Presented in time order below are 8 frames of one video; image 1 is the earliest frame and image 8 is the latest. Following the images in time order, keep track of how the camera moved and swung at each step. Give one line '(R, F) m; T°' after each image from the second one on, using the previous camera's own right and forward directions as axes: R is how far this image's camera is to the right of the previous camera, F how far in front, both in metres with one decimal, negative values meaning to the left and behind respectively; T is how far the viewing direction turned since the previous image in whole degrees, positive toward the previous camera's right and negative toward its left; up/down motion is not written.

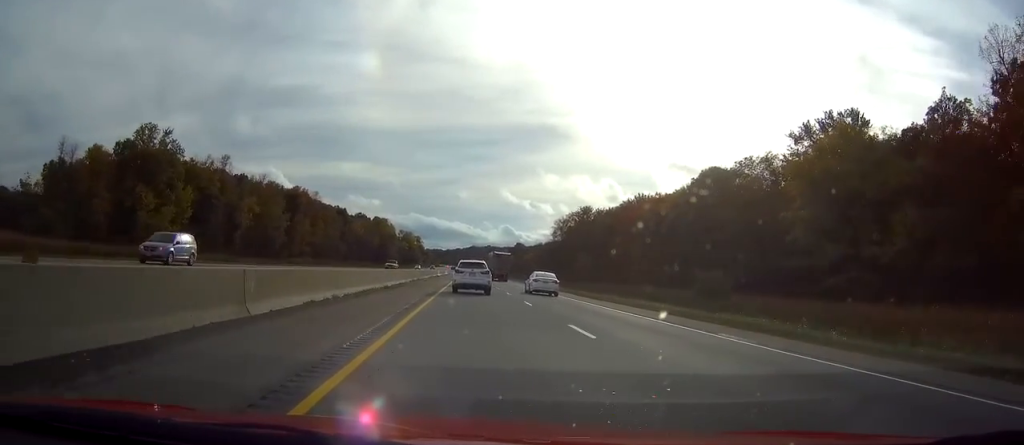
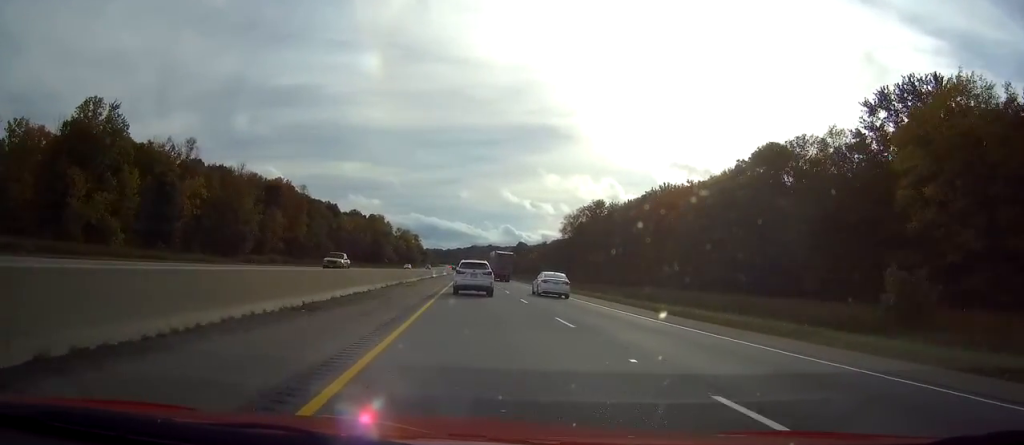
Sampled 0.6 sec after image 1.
(0.0, +21.3) m; 0°
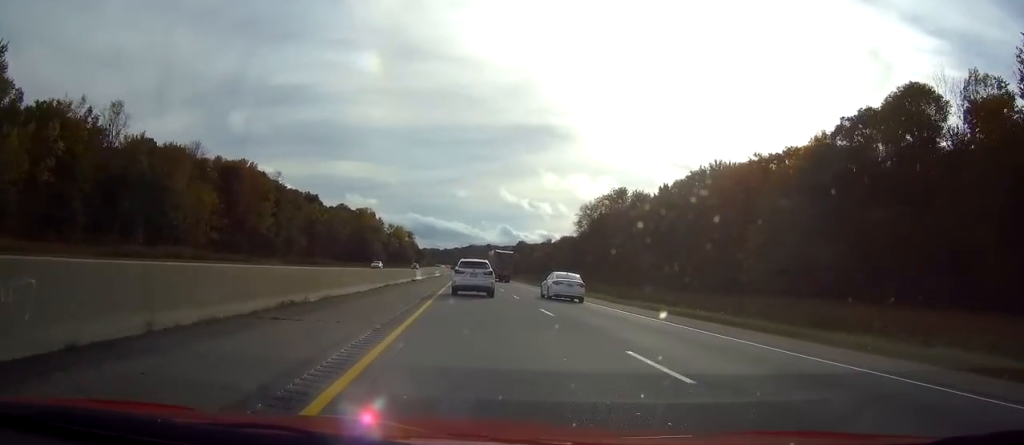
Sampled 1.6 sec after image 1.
(+0.1, +32.2) m; 0°
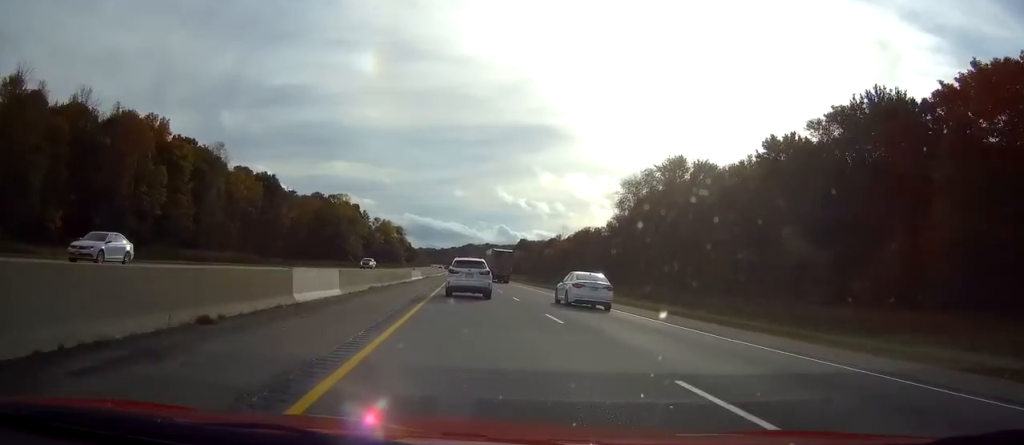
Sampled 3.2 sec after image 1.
(0.0, +51.3) m; 0°
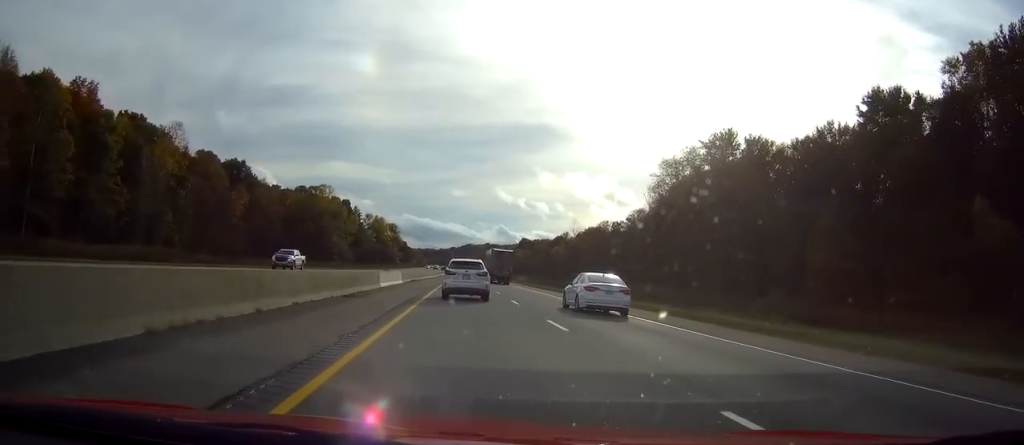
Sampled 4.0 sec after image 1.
(+0.1, +25.8) m; 0°
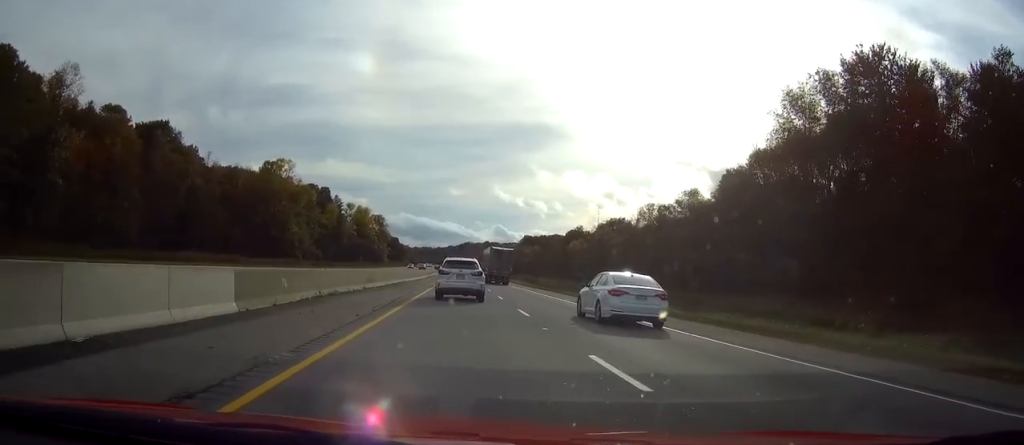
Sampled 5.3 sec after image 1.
(+0.1, +43.9) m; 0°
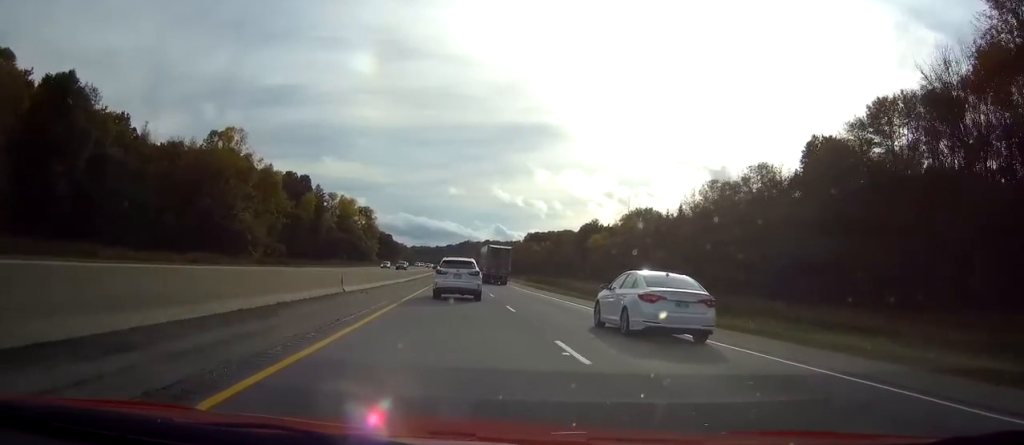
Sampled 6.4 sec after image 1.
(0.0, +34.2) m; 0°
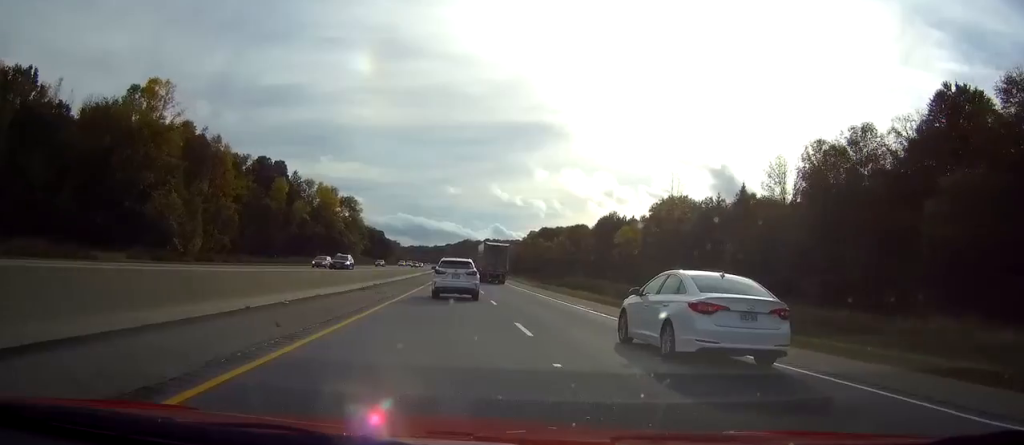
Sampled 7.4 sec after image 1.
(0.0, +32.1) m; 0°
